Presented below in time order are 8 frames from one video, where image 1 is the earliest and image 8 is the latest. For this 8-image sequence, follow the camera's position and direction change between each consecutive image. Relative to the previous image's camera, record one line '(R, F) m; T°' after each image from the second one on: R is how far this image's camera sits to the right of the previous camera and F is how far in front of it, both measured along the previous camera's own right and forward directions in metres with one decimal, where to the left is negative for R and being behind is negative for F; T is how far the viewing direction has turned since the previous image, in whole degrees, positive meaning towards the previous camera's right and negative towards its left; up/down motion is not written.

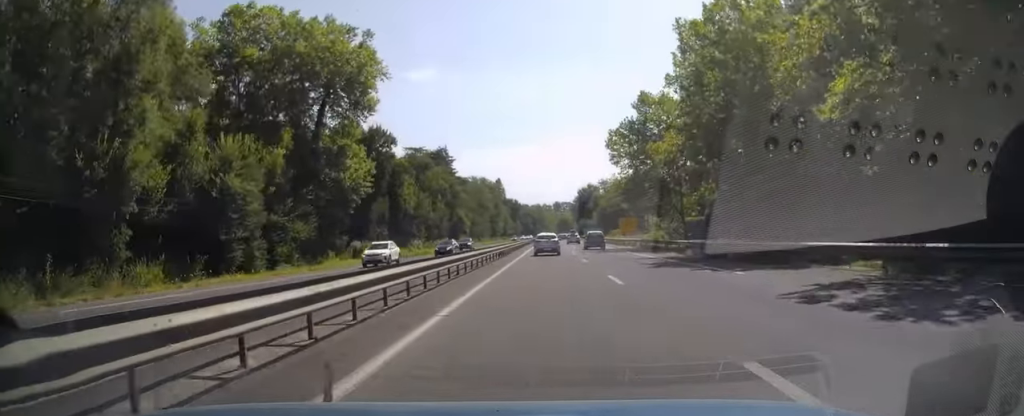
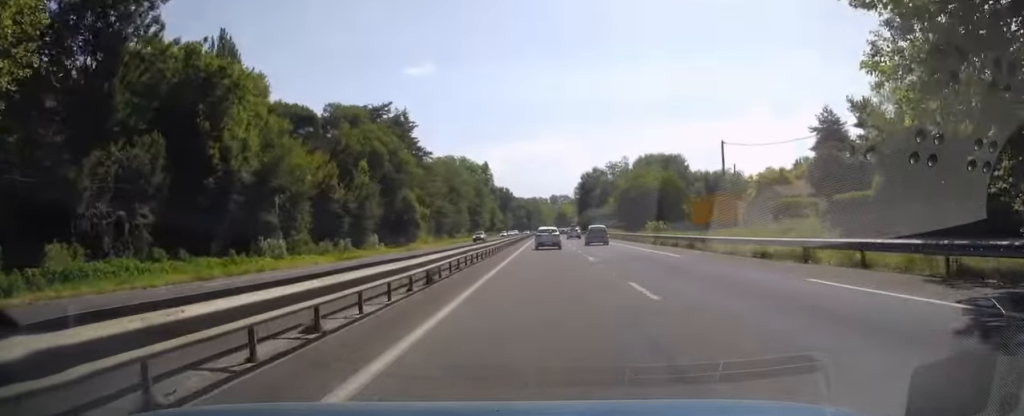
(+0.1, +43.7) m; +1°
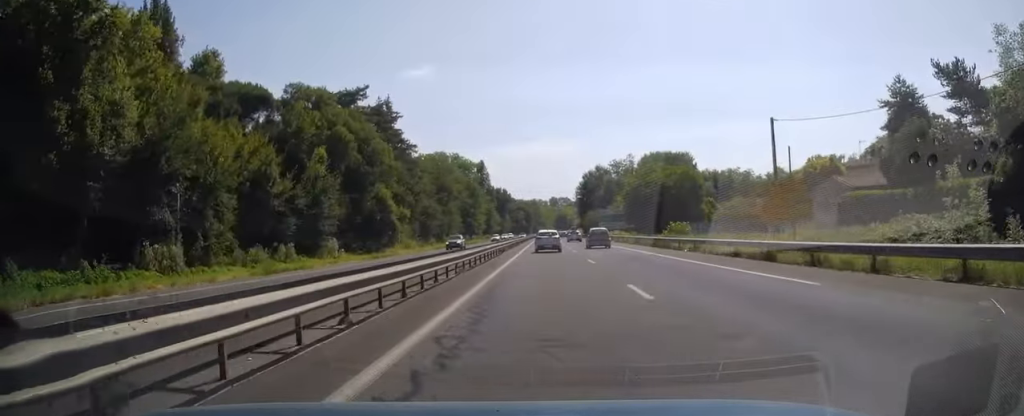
(0.0, +12.6) m; 0°
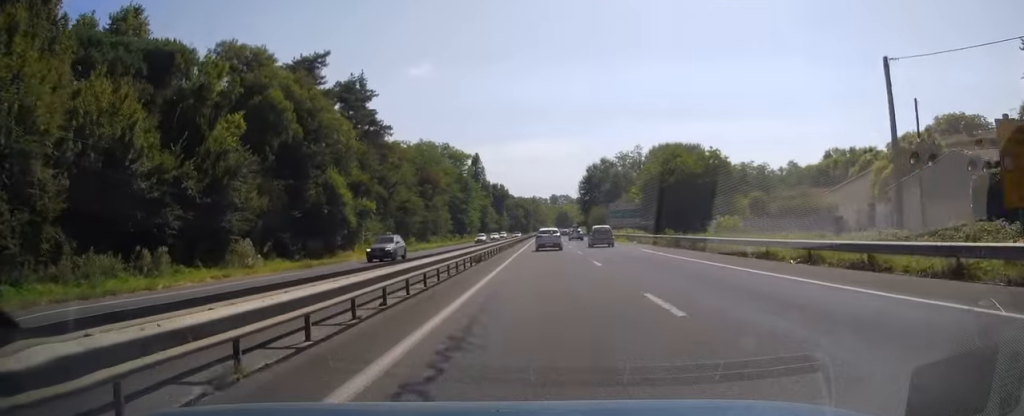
(0.0, +15.7) m; 0°
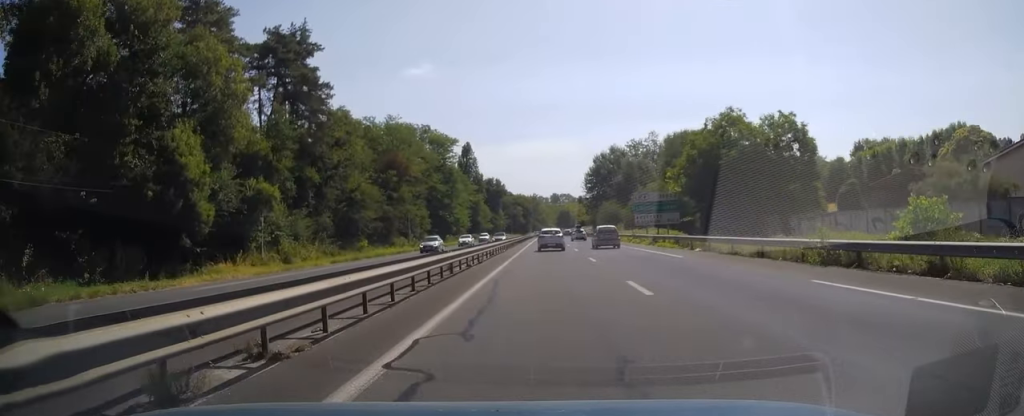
(0.0, +23.2) m; -1°
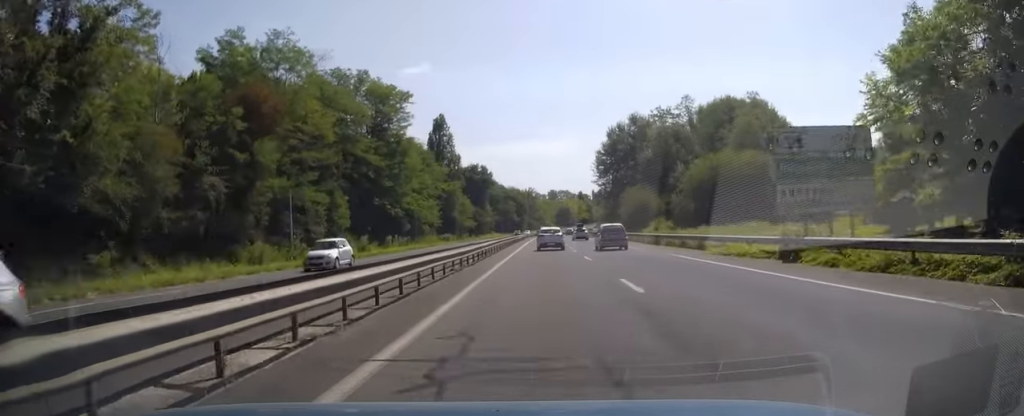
(-0.5, +38.9) m; 0°
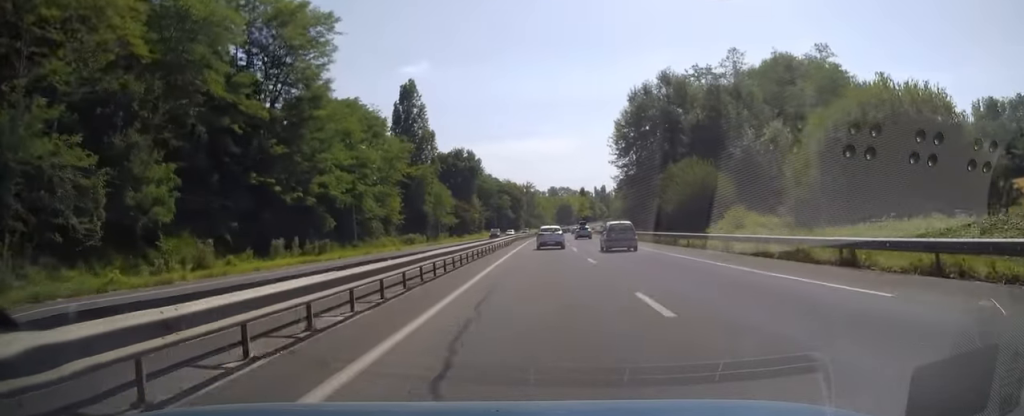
(+0.4, +29.2) m; +1°
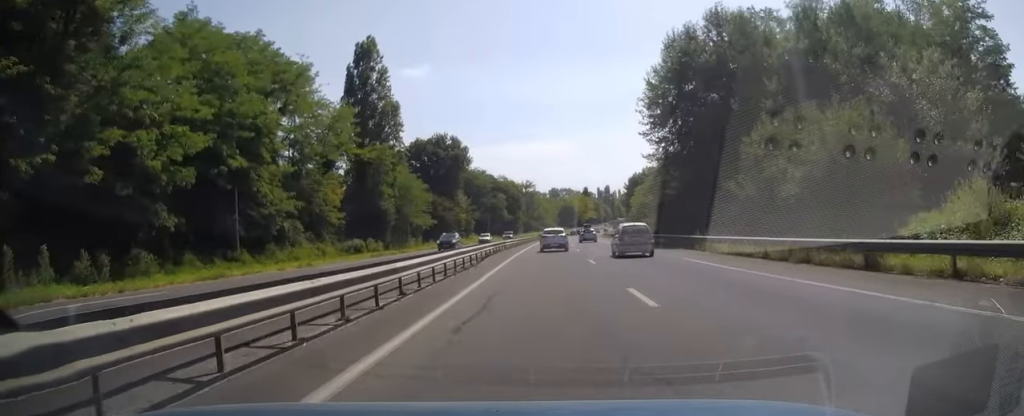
(+0.1, +24.6) m; 0°
